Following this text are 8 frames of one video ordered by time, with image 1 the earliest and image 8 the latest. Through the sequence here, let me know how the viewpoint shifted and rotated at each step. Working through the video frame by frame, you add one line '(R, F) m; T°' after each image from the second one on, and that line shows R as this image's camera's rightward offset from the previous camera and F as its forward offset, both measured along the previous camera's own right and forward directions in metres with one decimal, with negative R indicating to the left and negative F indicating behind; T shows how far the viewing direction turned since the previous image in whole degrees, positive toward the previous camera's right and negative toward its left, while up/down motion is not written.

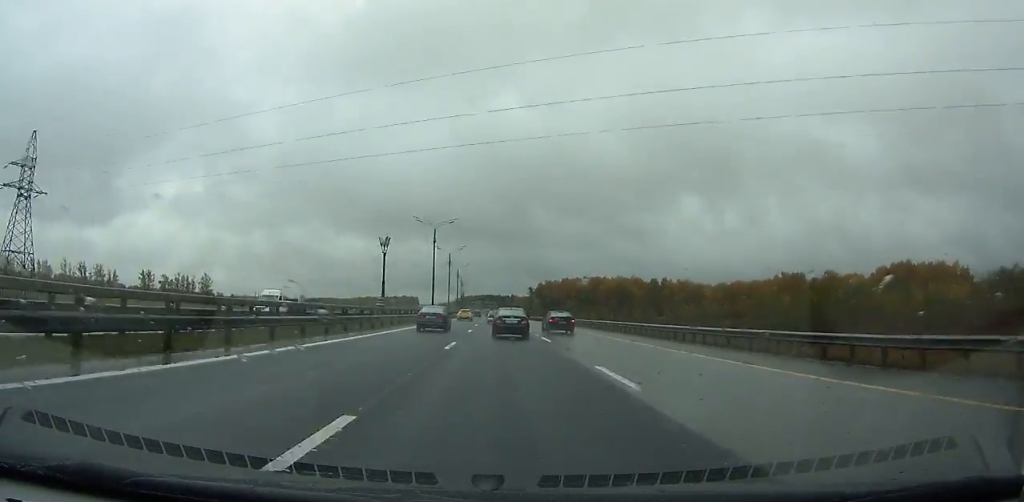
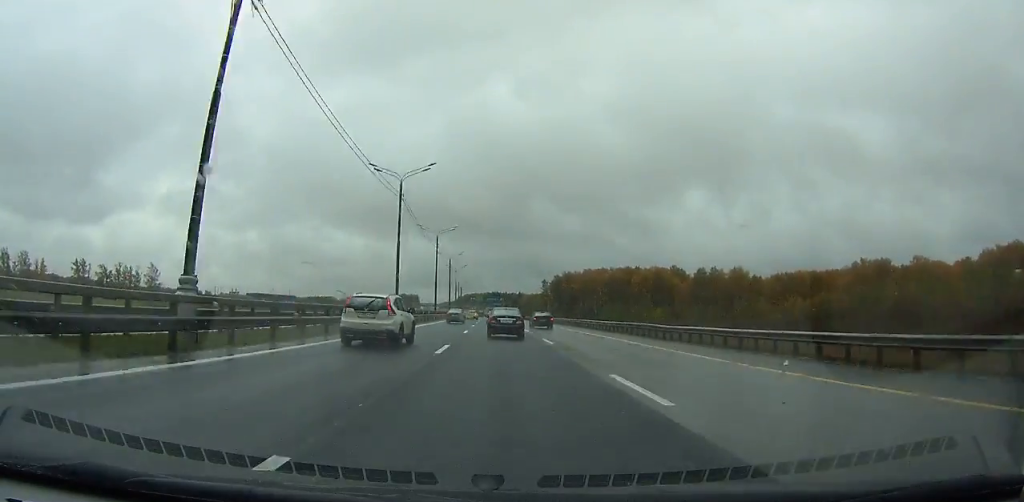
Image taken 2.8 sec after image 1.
(-0.3, +65.2) m; -1°
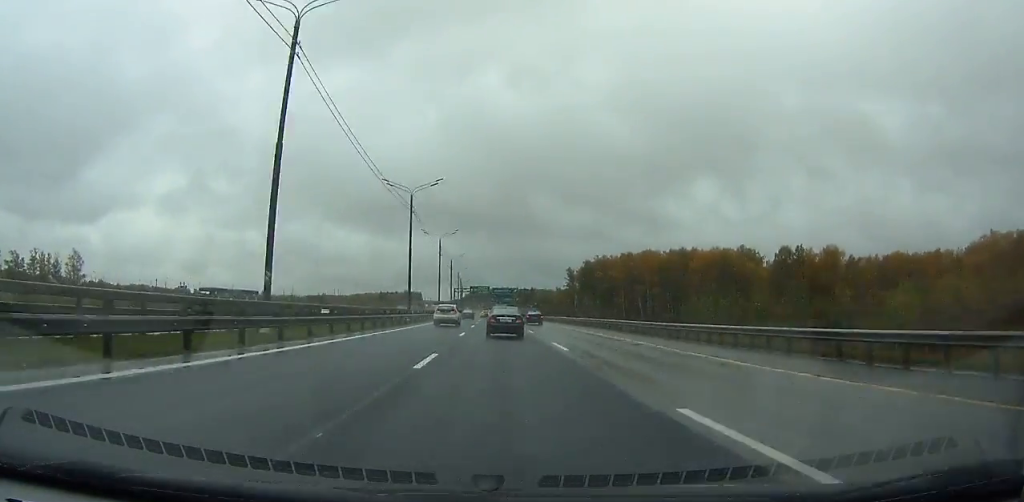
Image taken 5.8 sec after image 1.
(-0.4, +69.2) m; -1°
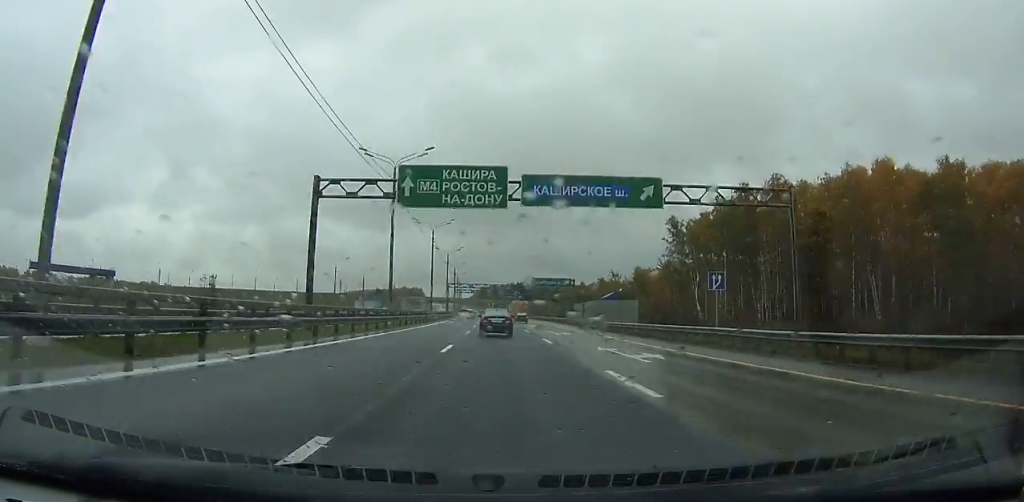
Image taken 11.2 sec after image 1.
(-1.9, +123.2) m; -2°
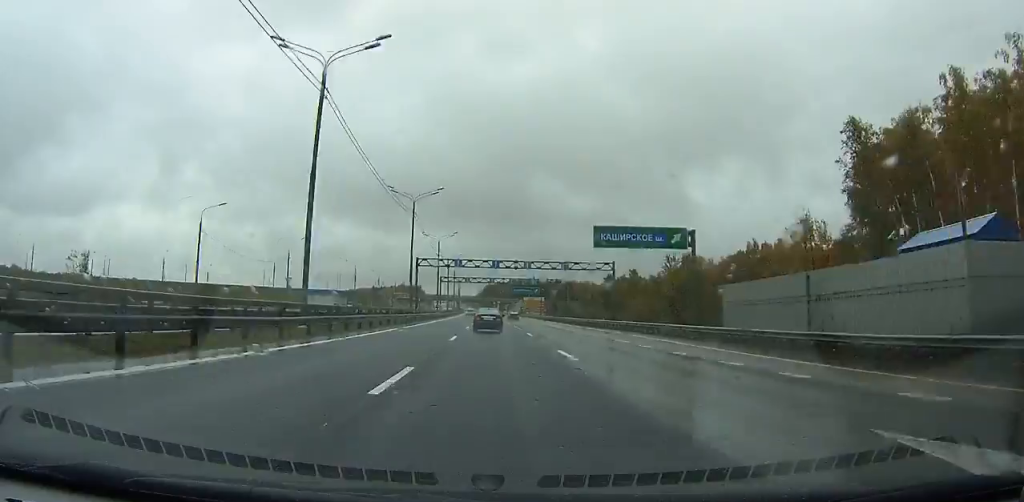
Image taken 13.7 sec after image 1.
(-0.3, +56.9) m; -1°
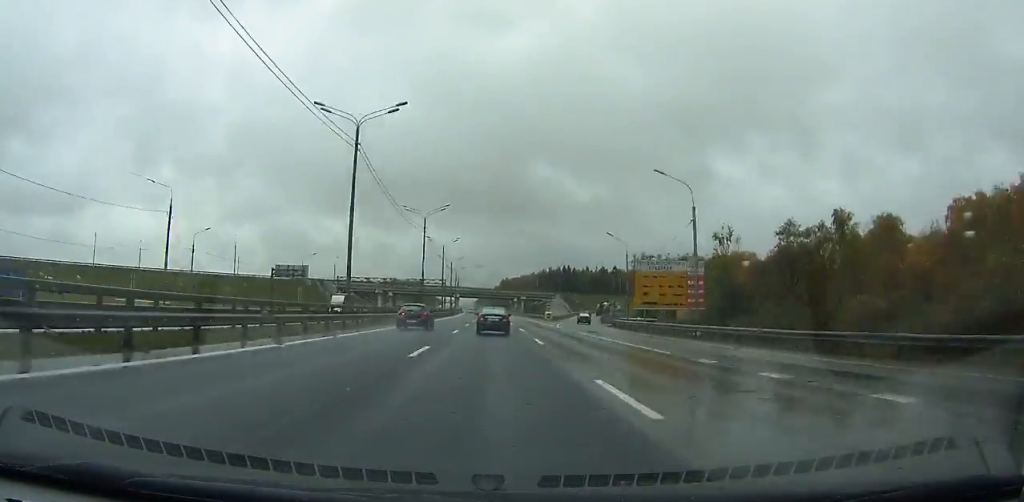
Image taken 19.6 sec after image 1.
(-1.3, +135.1) m; -1°
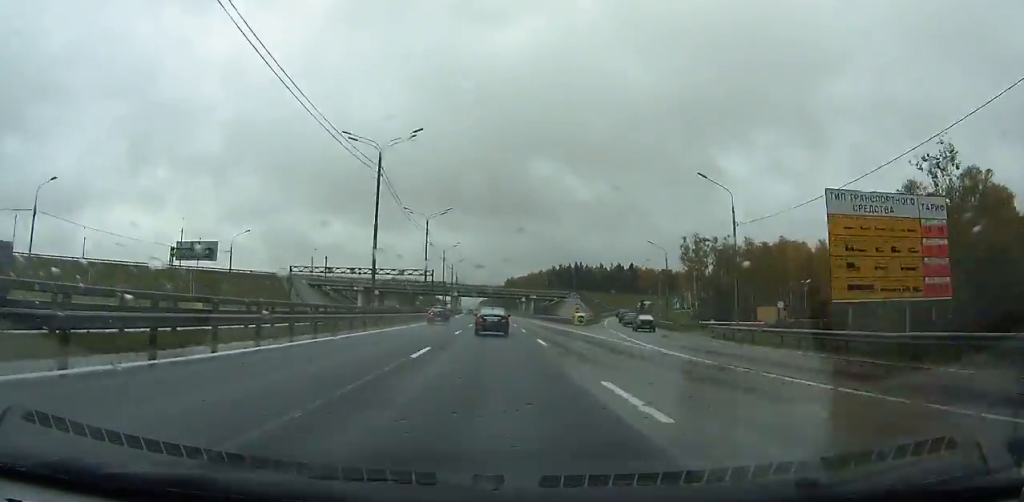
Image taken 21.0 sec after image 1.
(-0.1, +32.1) m; 0°
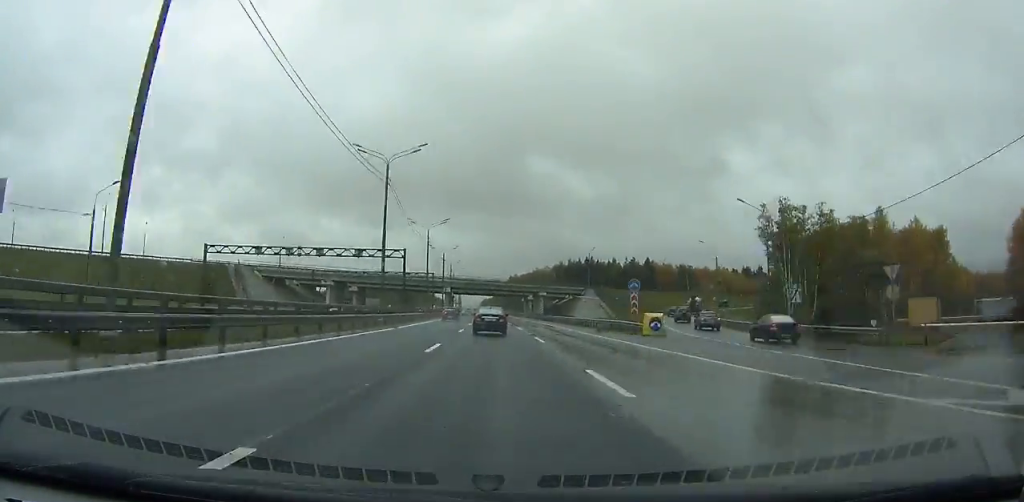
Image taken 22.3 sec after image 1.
(0.0, +29.8) m; 0°
